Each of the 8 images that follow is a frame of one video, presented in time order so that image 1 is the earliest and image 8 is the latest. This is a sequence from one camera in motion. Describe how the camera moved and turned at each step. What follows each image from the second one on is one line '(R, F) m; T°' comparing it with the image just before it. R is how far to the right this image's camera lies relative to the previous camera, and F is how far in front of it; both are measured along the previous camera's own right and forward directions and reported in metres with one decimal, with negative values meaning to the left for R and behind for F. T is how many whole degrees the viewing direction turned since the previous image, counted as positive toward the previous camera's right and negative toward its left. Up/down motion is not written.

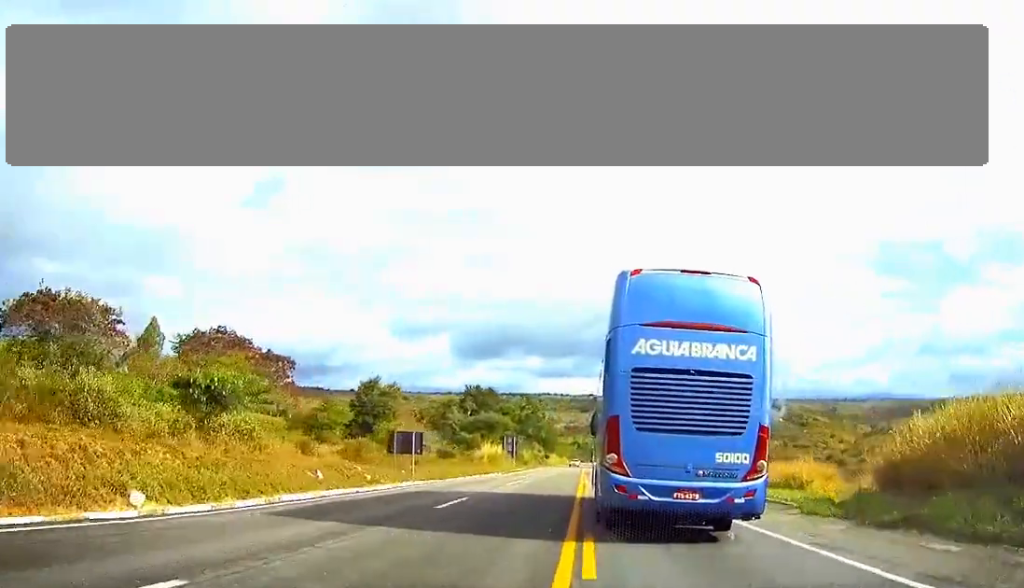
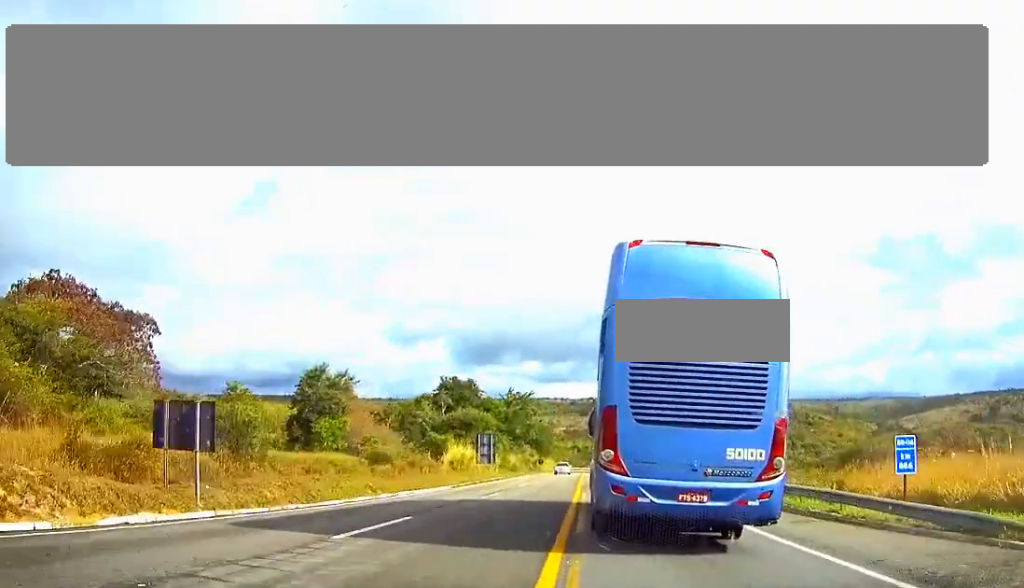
(+0.2, +24.0) m; 0°
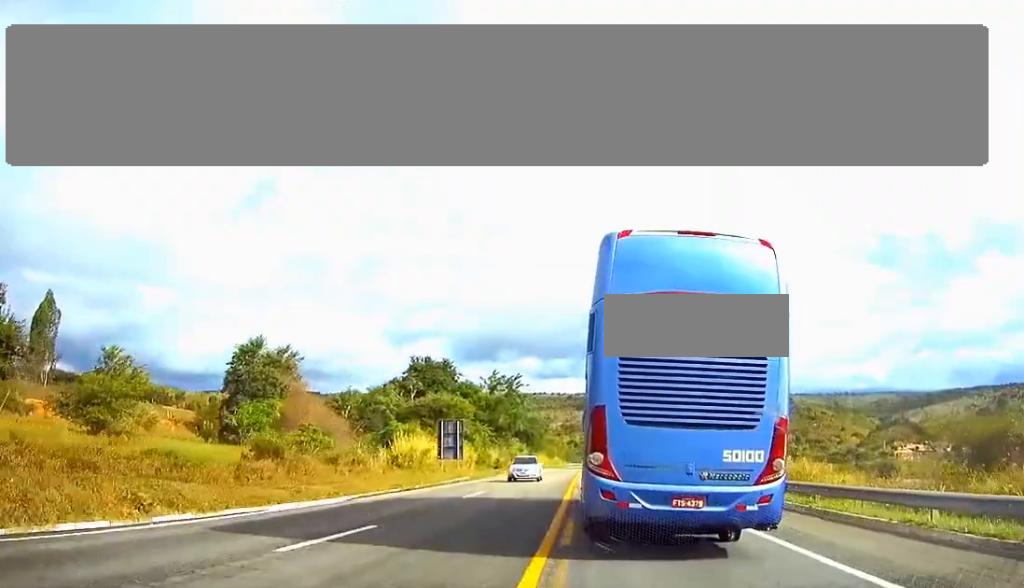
(0.0, +18.5) m; 0°
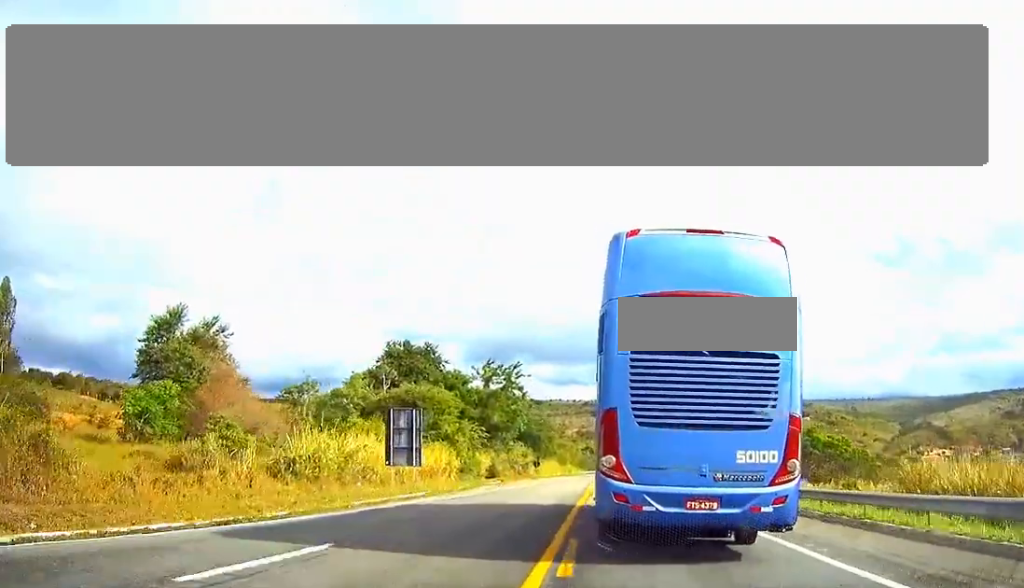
(0.0, +19.4) m; 0°
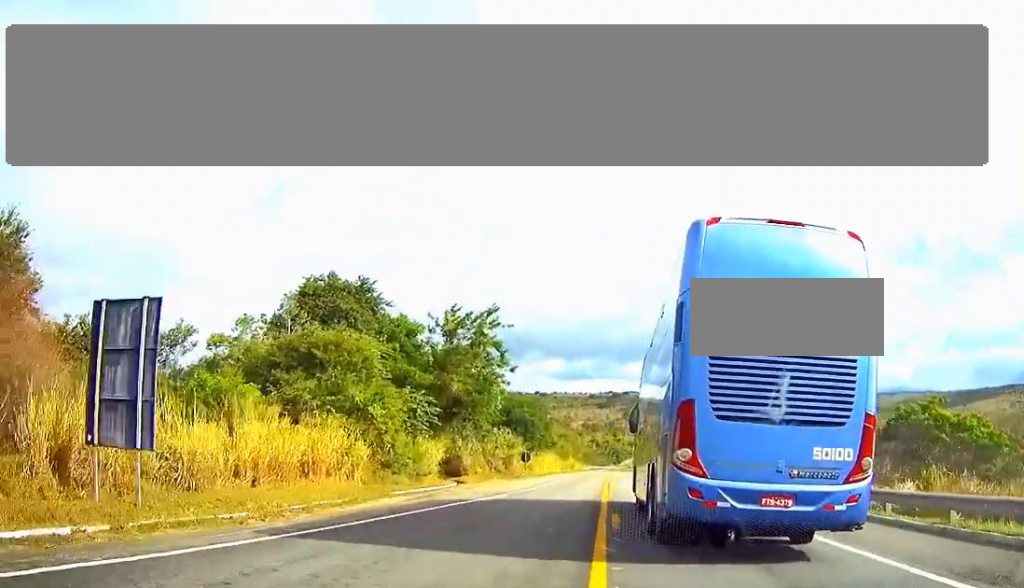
(+0.4, +27.4) m; +2°
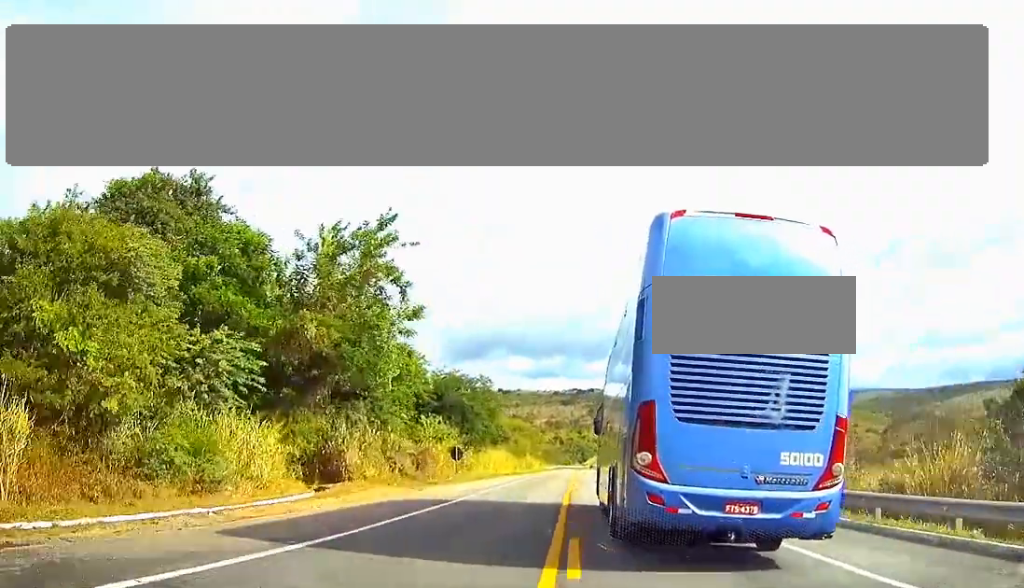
(+0.1, +22.0) m; 0°
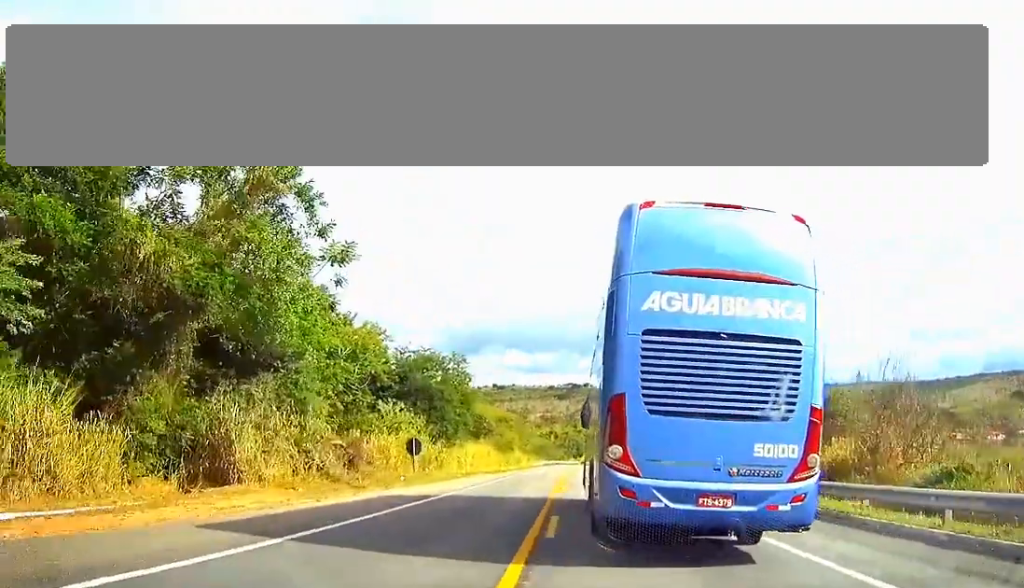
(0.0, +12.5) m; 0°
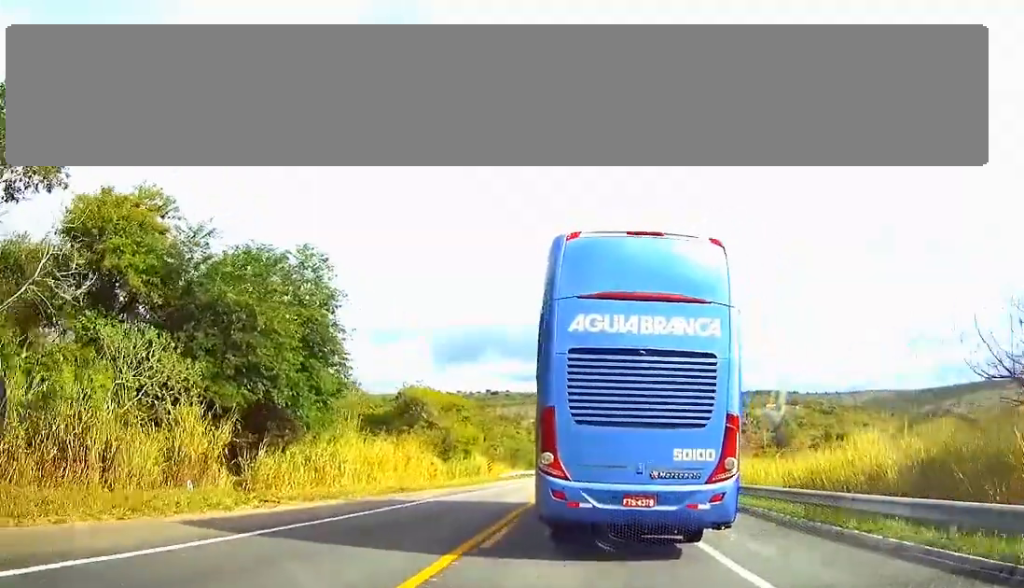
(0.0, +34.0) m; 0°
